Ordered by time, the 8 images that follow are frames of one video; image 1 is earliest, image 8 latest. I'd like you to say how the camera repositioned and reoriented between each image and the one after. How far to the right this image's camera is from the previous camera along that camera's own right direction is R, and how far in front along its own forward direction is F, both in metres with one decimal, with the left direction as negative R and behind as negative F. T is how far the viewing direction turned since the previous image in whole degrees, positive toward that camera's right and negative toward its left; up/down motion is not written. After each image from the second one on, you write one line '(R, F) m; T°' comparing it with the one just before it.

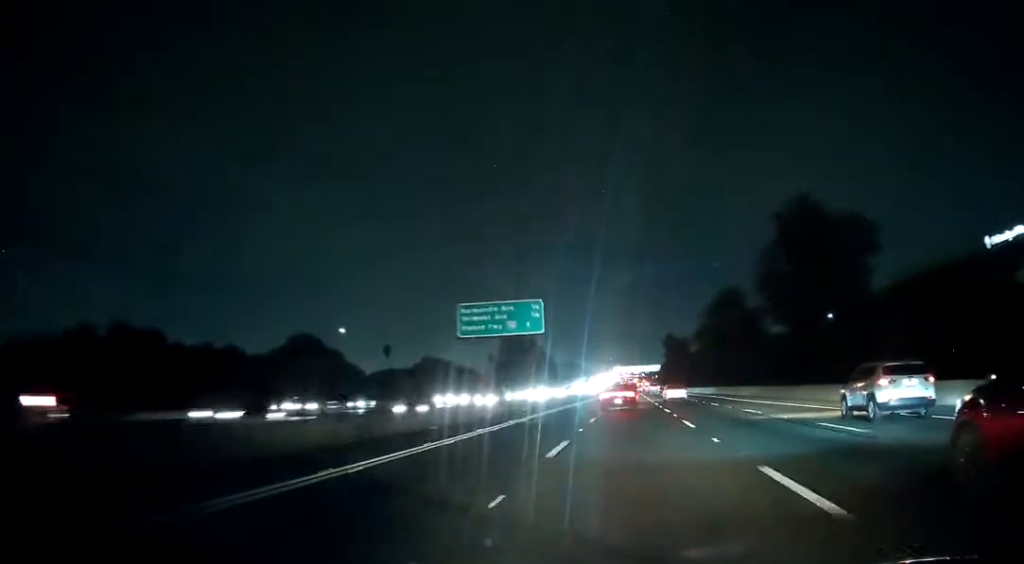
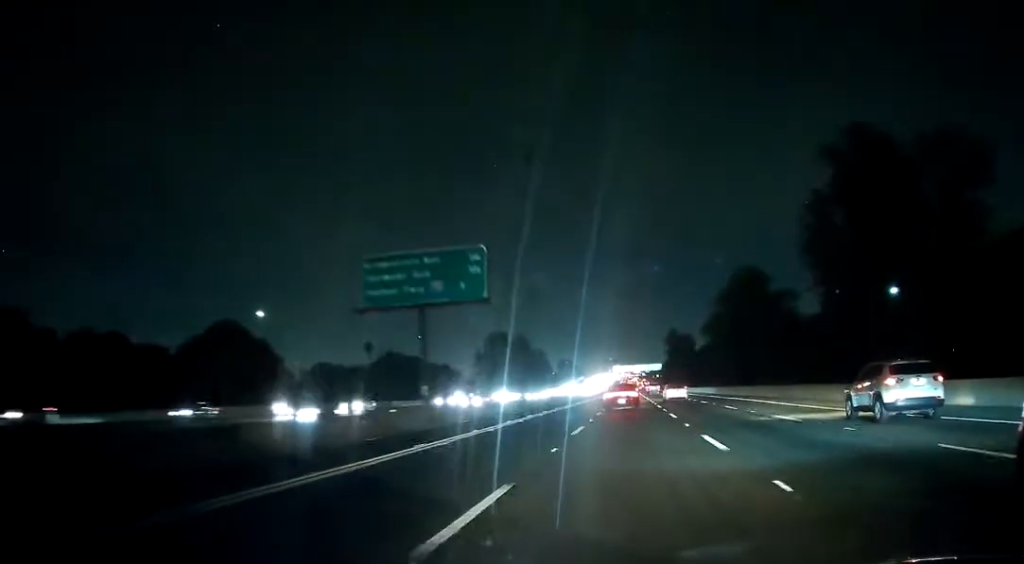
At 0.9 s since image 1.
(0.0, +22.2) m; 0°
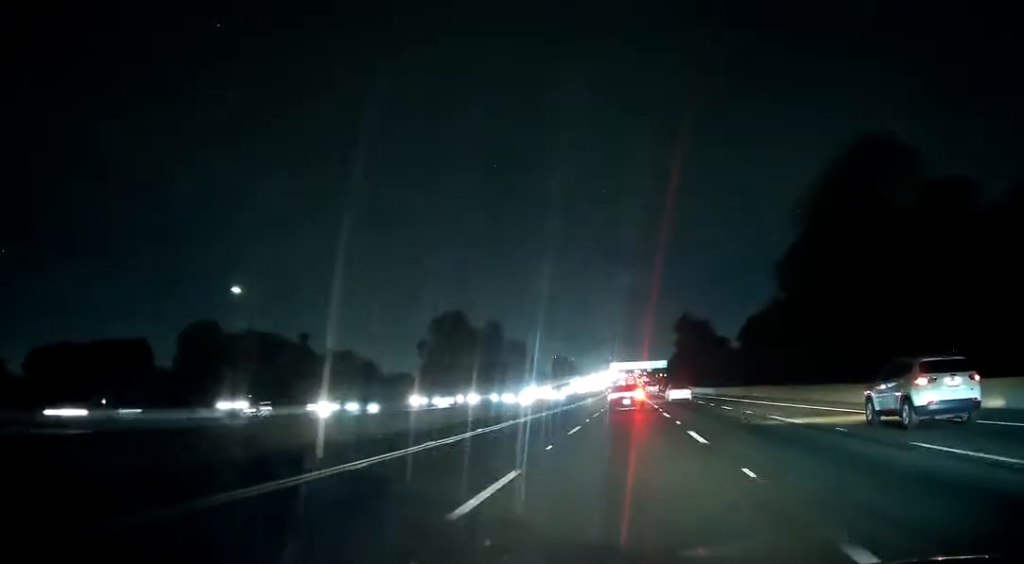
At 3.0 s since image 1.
(0.0, +56.7) m; 0°
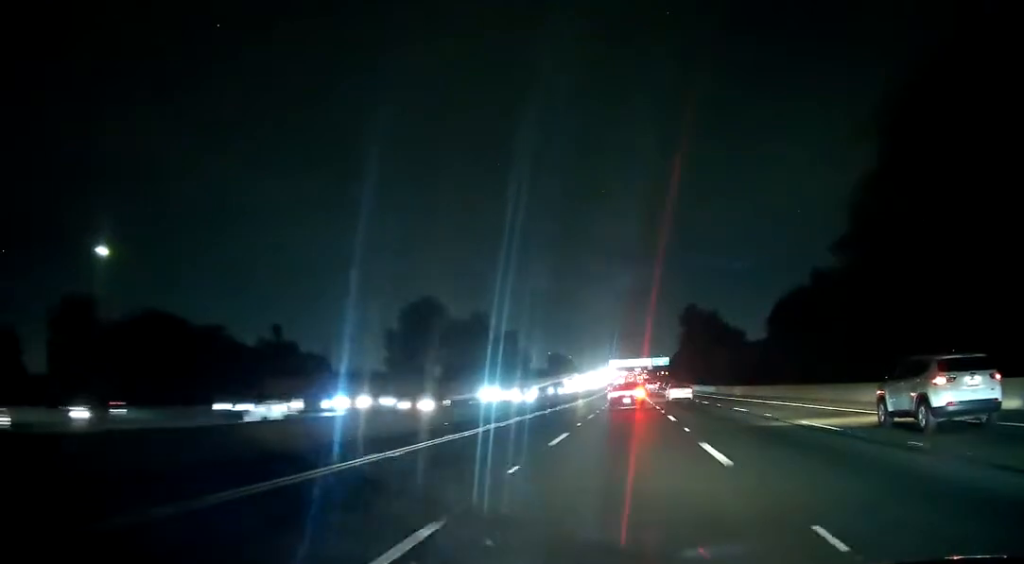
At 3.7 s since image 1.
(0.0, +18.9) m; 0°
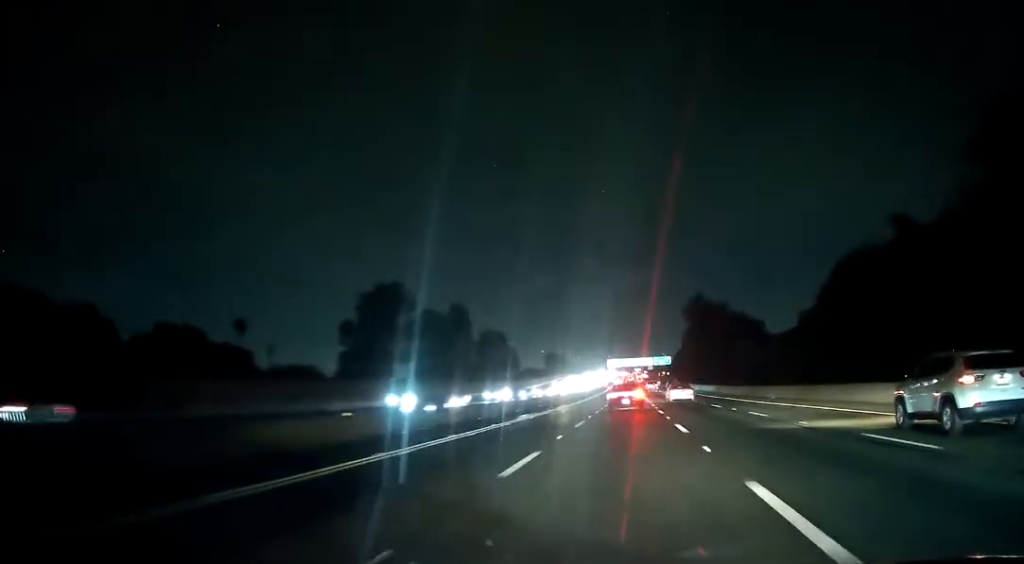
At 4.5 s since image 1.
(0.0, +21.7) m; 0°
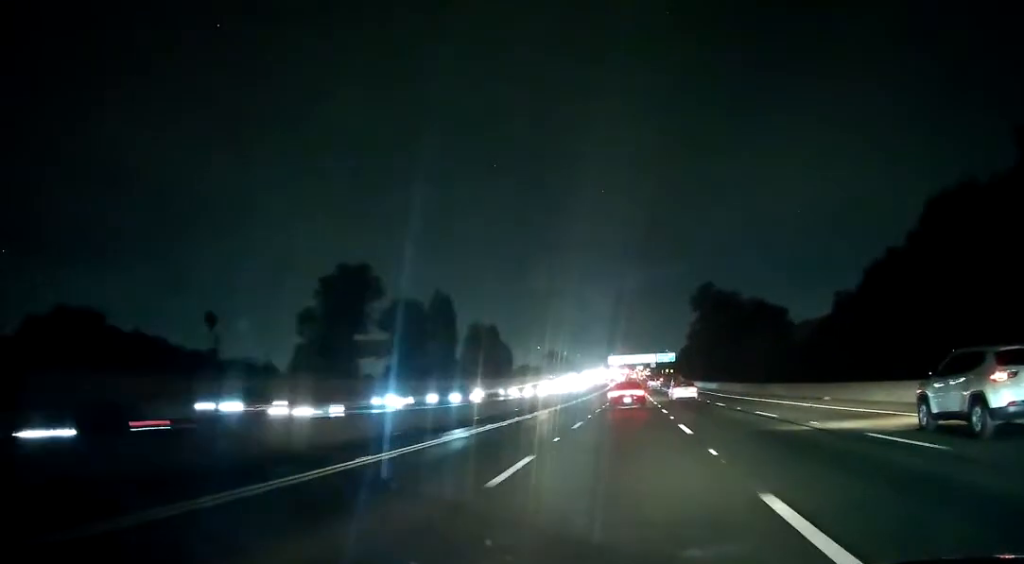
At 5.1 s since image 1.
(0.0, +15.5) m; 0°
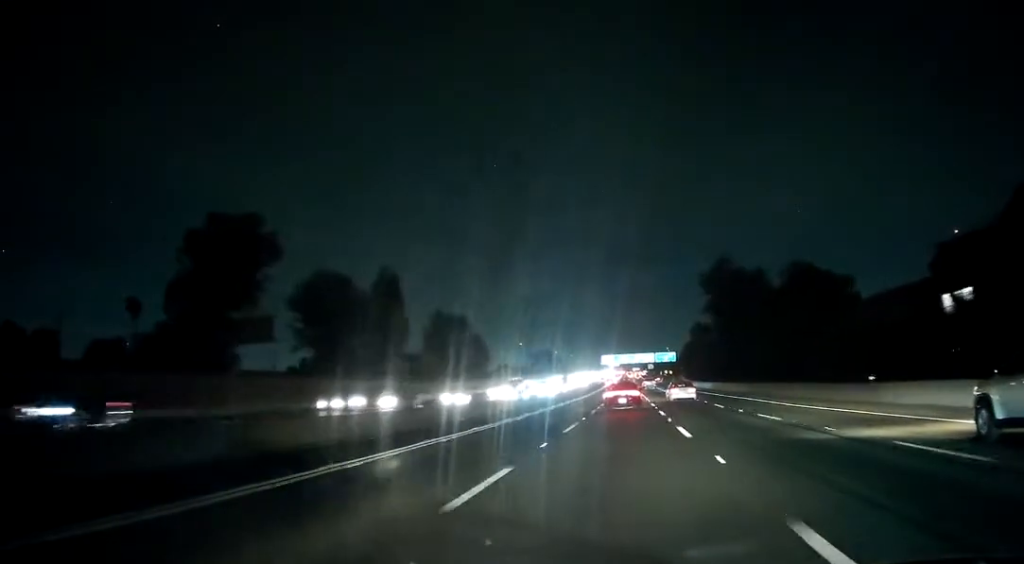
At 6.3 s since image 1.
(0.0, +32.2) m; +1°
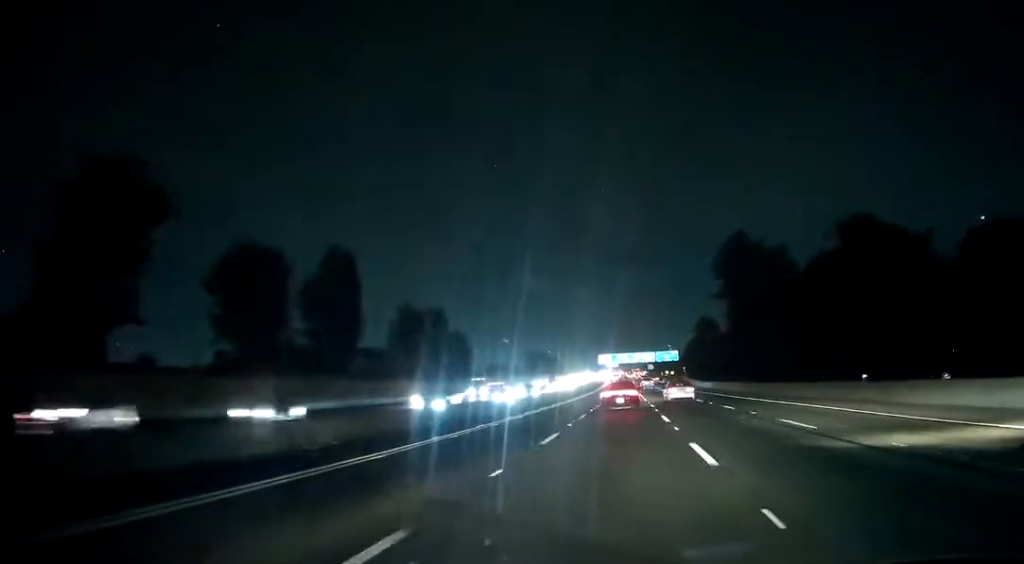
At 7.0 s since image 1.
(+0.2, +19.5) m; 0°
